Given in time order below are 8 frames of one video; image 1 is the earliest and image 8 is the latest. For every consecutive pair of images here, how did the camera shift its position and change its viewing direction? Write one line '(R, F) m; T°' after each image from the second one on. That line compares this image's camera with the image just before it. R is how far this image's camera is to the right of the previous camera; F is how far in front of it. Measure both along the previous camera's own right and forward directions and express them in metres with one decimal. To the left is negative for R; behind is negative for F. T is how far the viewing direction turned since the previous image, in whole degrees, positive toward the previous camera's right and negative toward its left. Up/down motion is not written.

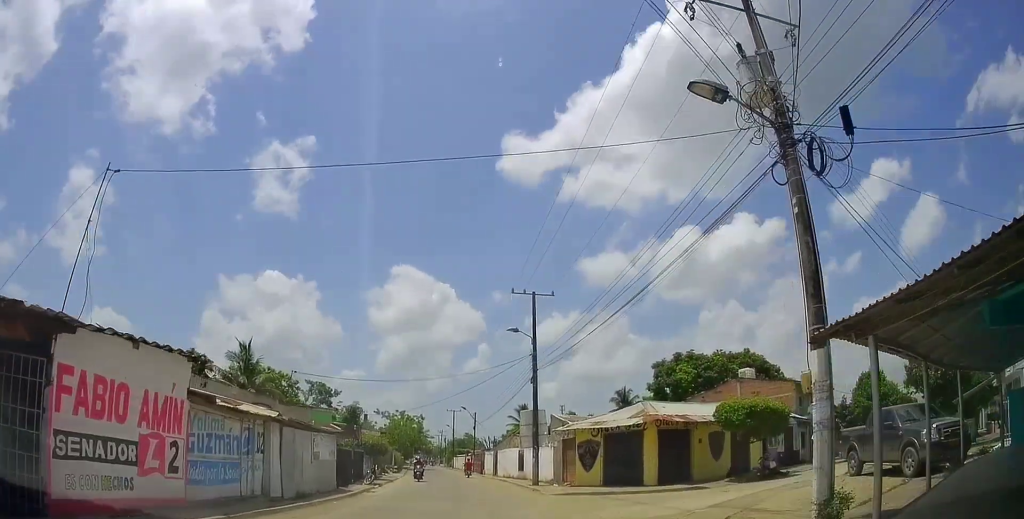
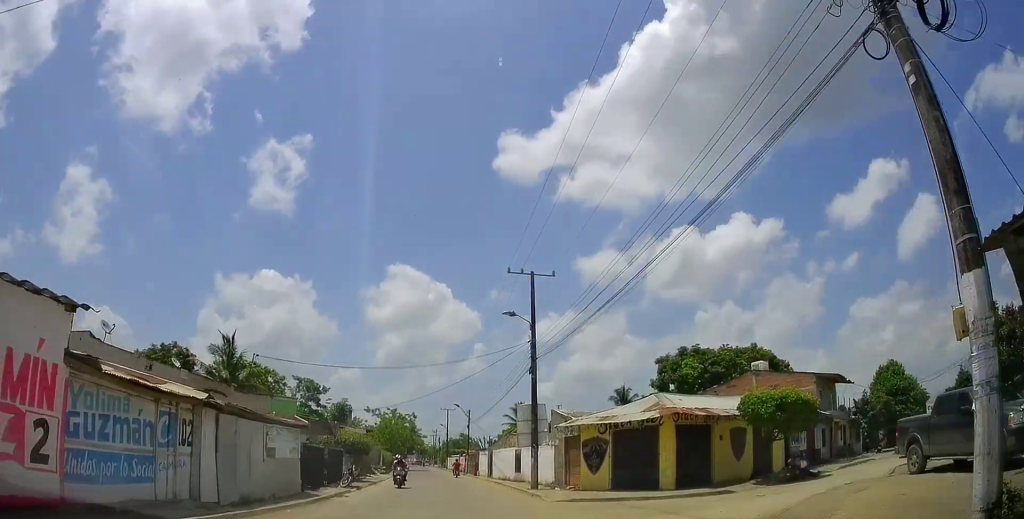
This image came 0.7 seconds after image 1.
(+0.2, +3.6) m; +1°
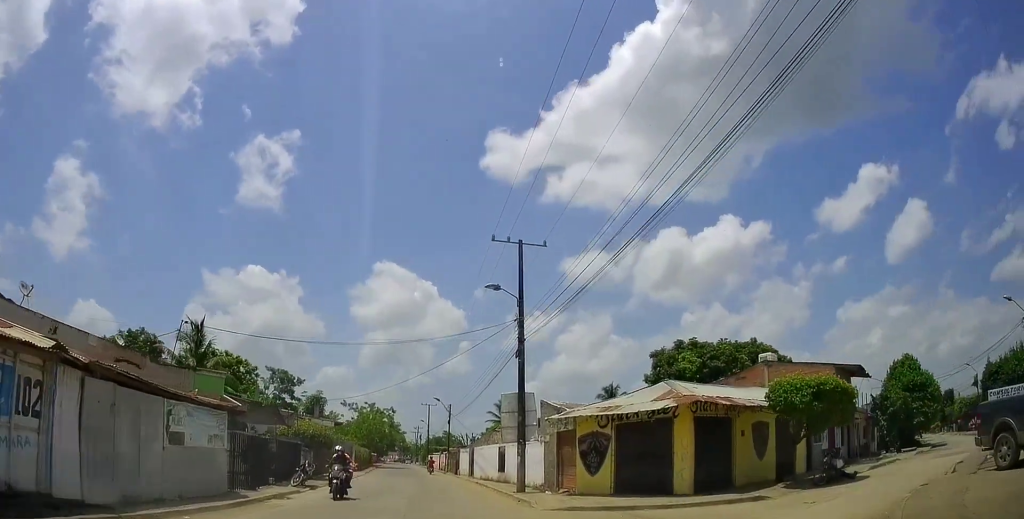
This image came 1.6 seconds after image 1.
(-0.4, +4.3) m; +4°
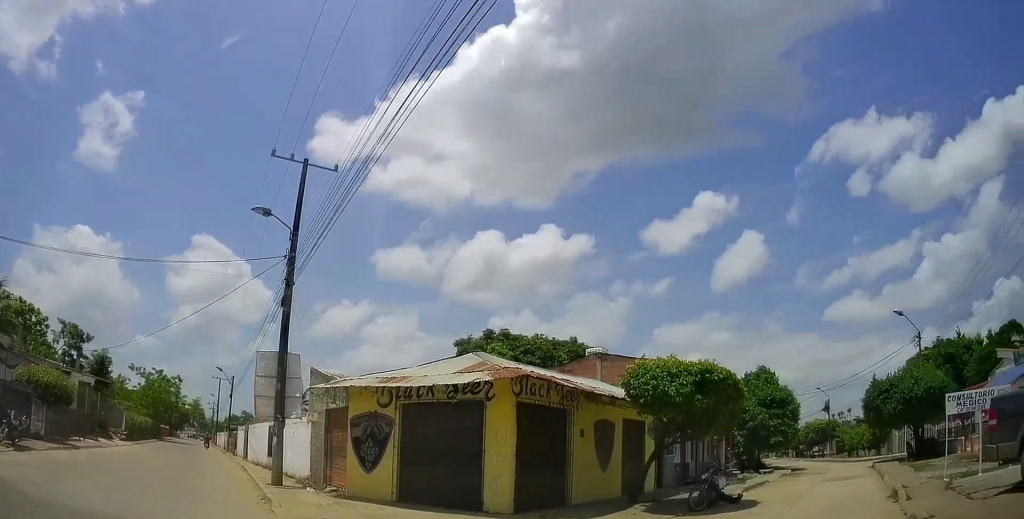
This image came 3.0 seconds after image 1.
(+1.5, +5.8) m; +26°
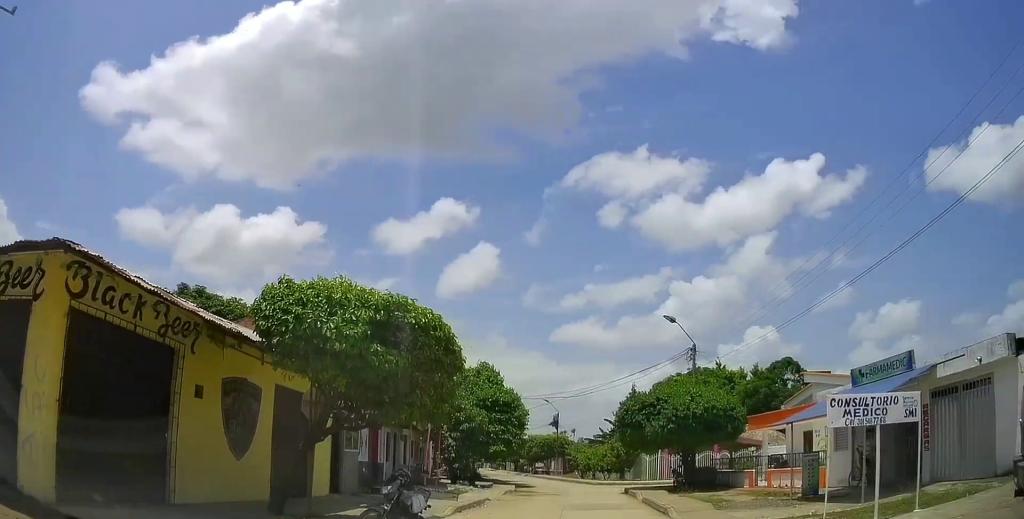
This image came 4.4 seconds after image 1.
(+1.2, +5.8) m; +17°
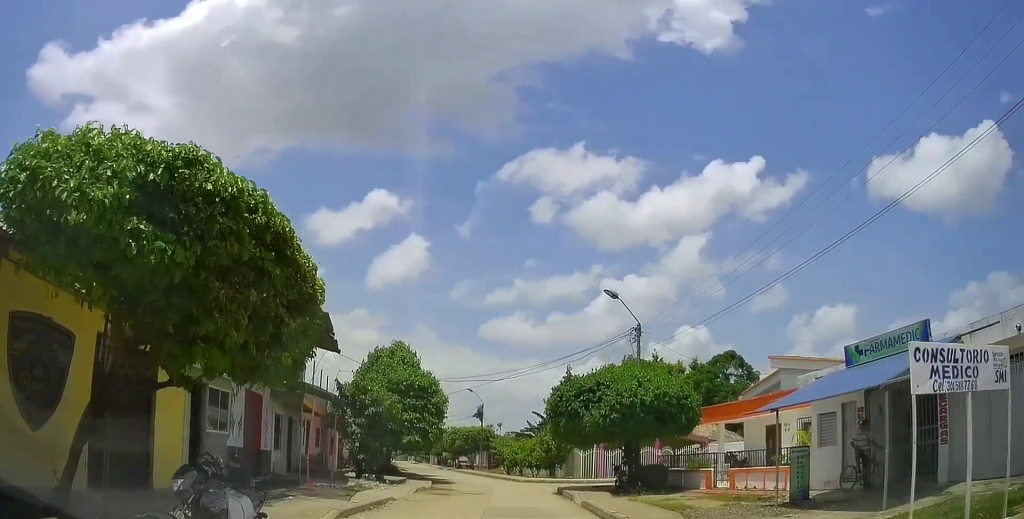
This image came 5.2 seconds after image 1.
(+0.1, +3.6) m; +5°
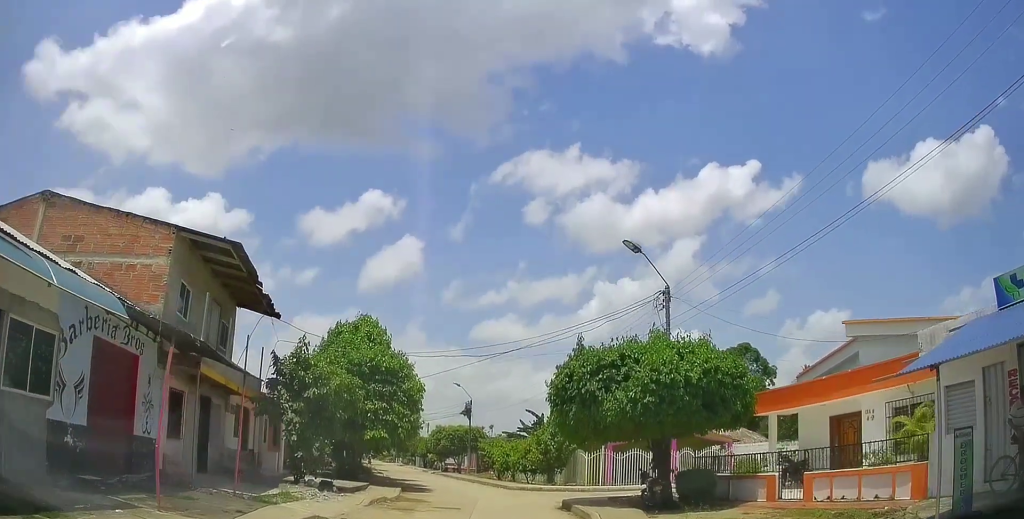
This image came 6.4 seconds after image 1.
(+0.4, +6.0) m; +7°
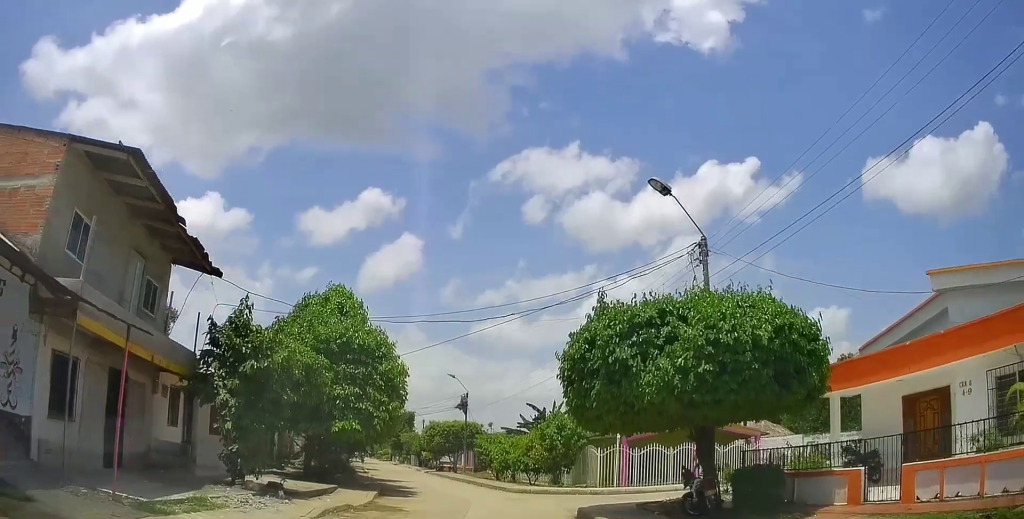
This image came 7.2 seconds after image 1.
(+0.1, +4.5) m; +12°
